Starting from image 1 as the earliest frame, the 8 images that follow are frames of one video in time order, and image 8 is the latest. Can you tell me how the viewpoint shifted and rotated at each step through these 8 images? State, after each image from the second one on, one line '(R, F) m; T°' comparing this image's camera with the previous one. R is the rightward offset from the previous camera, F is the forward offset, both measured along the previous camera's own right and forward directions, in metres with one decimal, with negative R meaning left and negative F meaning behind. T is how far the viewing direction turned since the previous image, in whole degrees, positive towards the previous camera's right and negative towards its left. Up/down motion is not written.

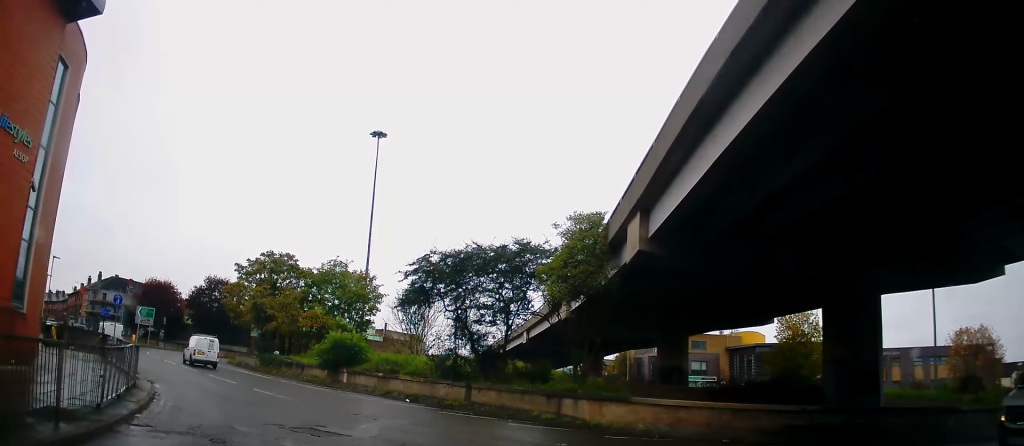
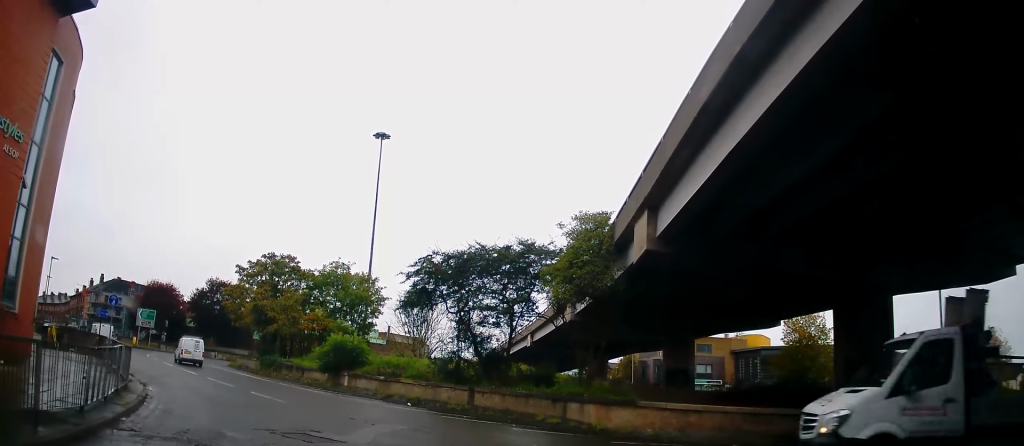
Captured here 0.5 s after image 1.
(0.0, +0.8) m; -1°
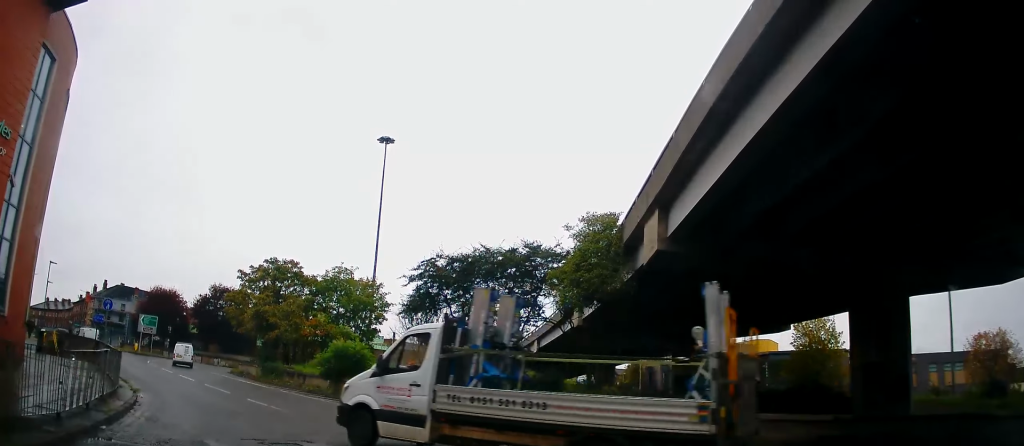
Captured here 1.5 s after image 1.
(0.0, +1.4) m; -4°
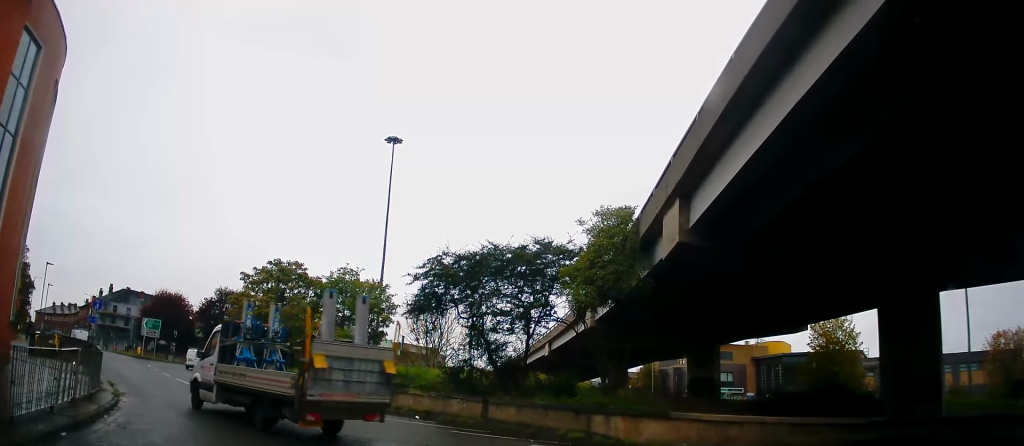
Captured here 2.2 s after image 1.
(0.0, +1.3) m; -3°
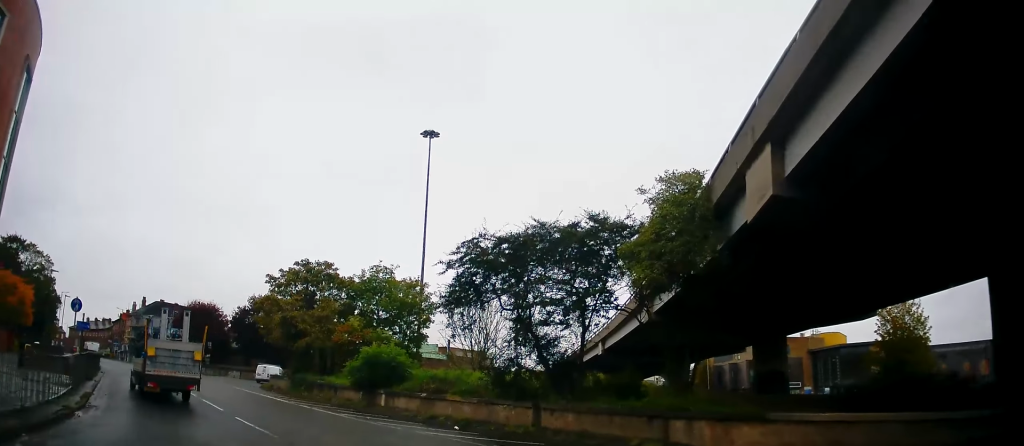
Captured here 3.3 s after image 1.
(-0.1, +2.9) m; -5°
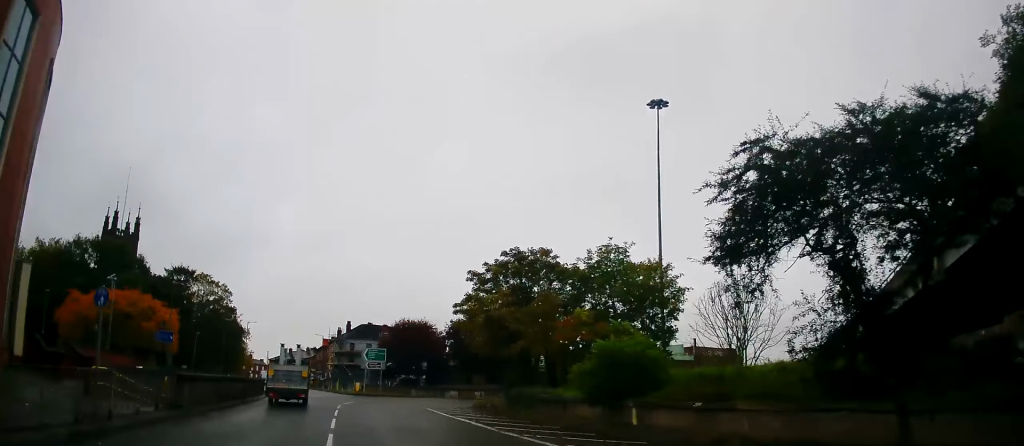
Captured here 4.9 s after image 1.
(-0.8, +8.2) m; -18°
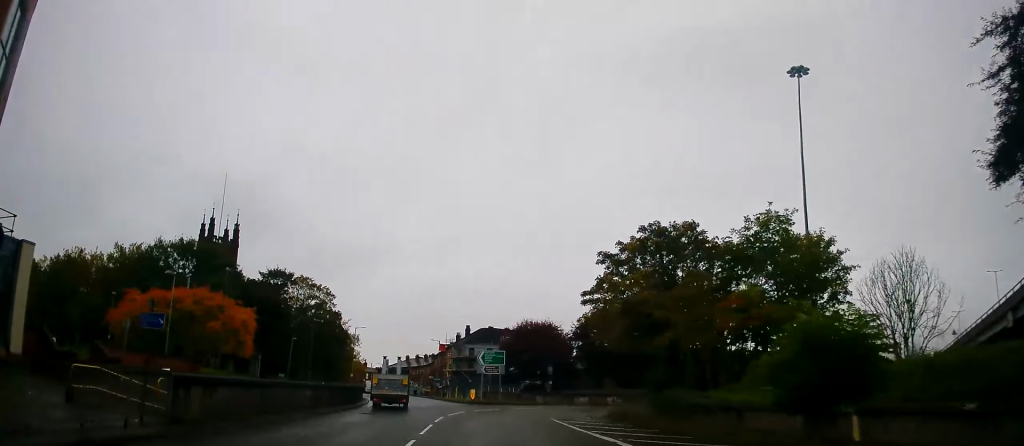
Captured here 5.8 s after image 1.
(-0.9, +6.4) m; -11°
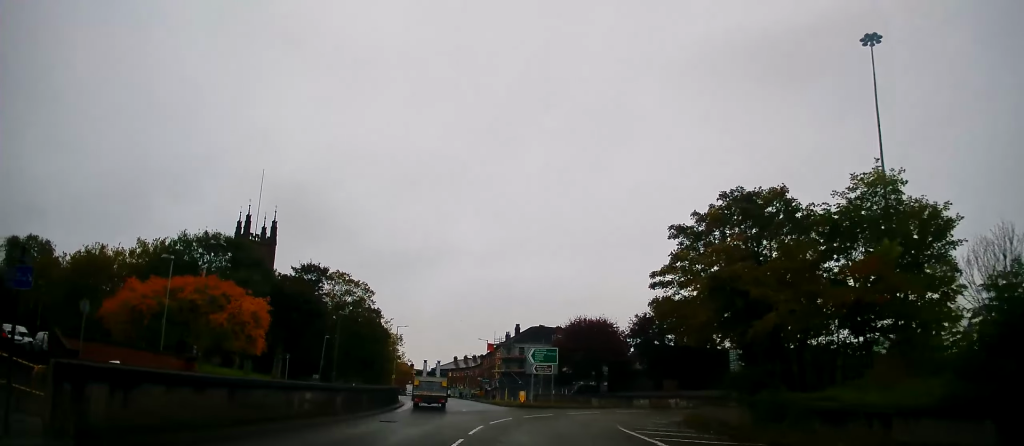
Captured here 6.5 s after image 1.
(-0.3, +5.3) m; -3°
